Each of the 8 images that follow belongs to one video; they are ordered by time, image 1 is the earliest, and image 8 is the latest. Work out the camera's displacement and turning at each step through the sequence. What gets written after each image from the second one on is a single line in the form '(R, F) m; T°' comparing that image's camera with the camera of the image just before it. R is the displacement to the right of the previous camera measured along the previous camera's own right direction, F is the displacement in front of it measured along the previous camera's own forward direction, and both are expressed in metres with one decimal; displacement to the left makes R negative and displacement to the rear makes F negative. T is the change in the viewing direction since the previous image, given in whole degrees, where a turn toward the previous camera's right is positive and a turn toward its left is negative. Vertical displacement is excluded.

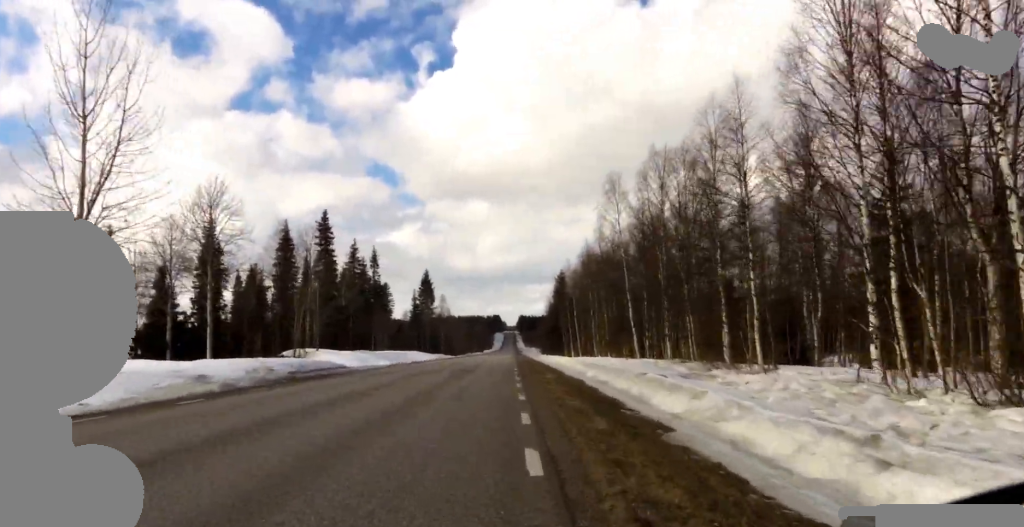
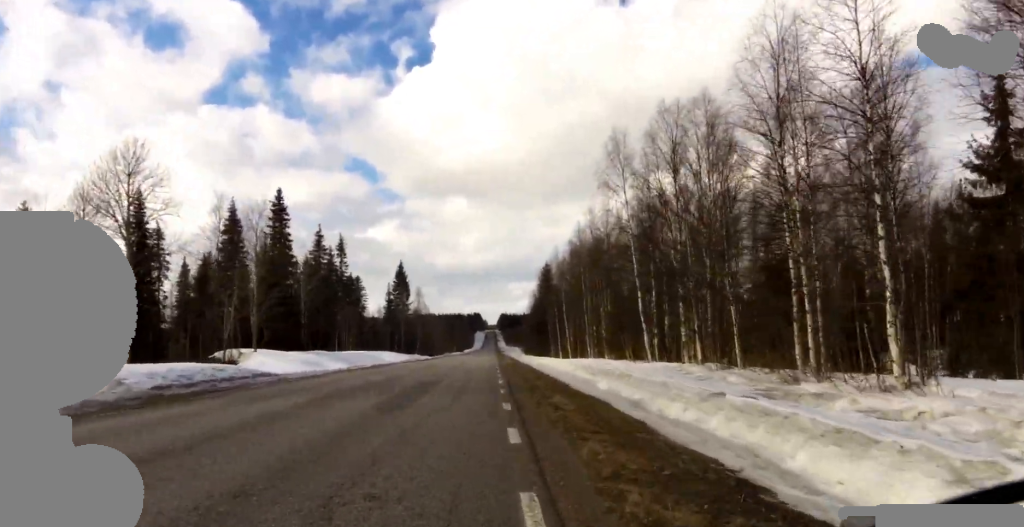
(-0.6, +7.9) m; -4°
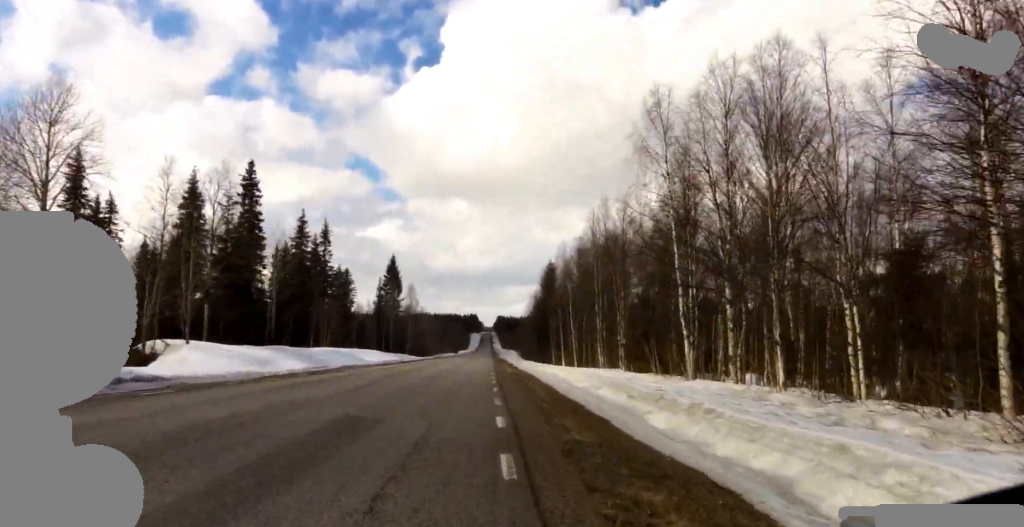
(-0.1, +7.5) m; -1°
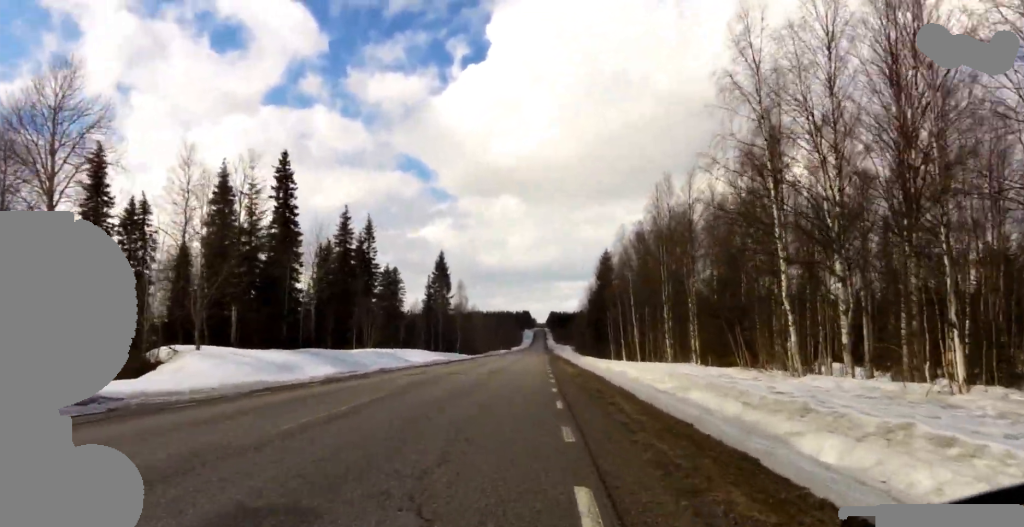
(0.0, +4.7) m; -1°
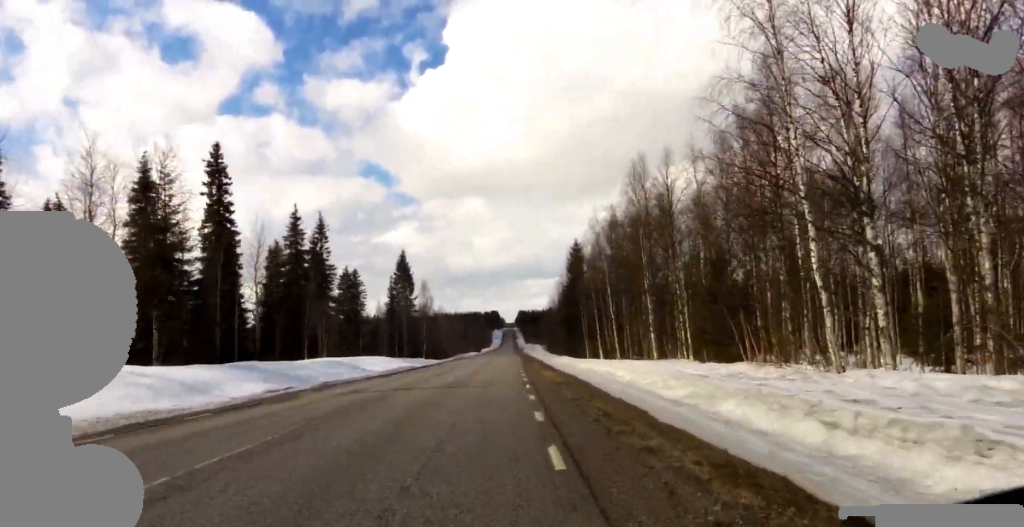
(0.0, +4.4) m; -1°
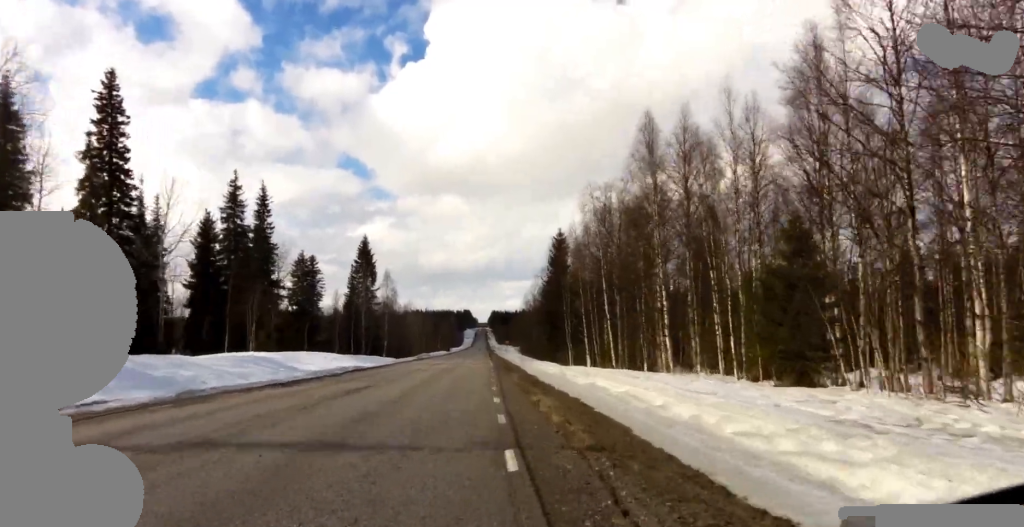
(-0.2, +9.2) m; -1°
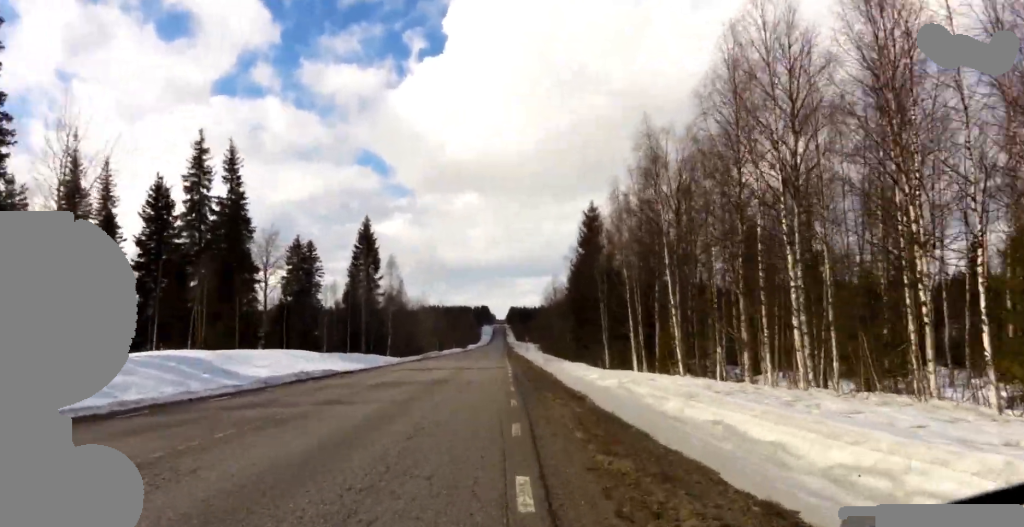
(0.0, +10.6) m; +1°
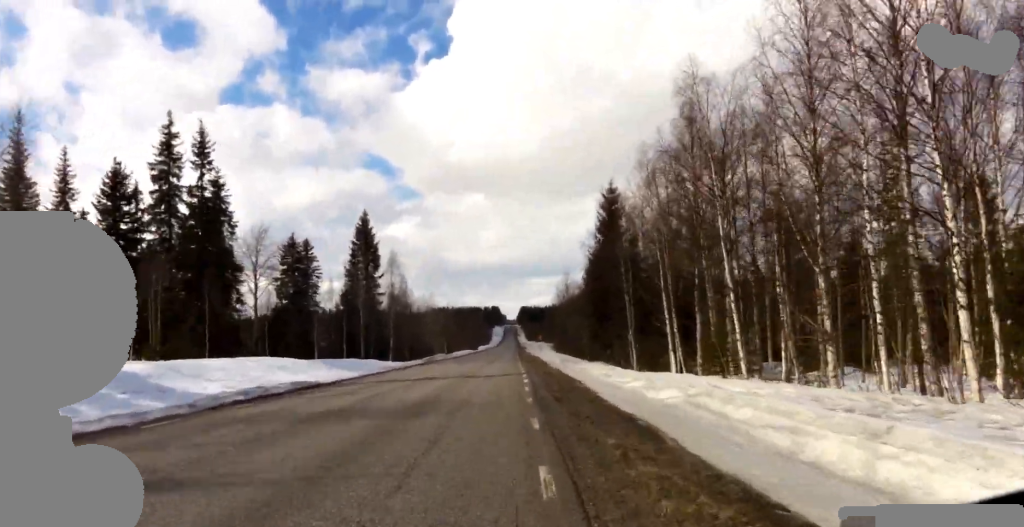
(+0.1, +5.9) m; 0°
